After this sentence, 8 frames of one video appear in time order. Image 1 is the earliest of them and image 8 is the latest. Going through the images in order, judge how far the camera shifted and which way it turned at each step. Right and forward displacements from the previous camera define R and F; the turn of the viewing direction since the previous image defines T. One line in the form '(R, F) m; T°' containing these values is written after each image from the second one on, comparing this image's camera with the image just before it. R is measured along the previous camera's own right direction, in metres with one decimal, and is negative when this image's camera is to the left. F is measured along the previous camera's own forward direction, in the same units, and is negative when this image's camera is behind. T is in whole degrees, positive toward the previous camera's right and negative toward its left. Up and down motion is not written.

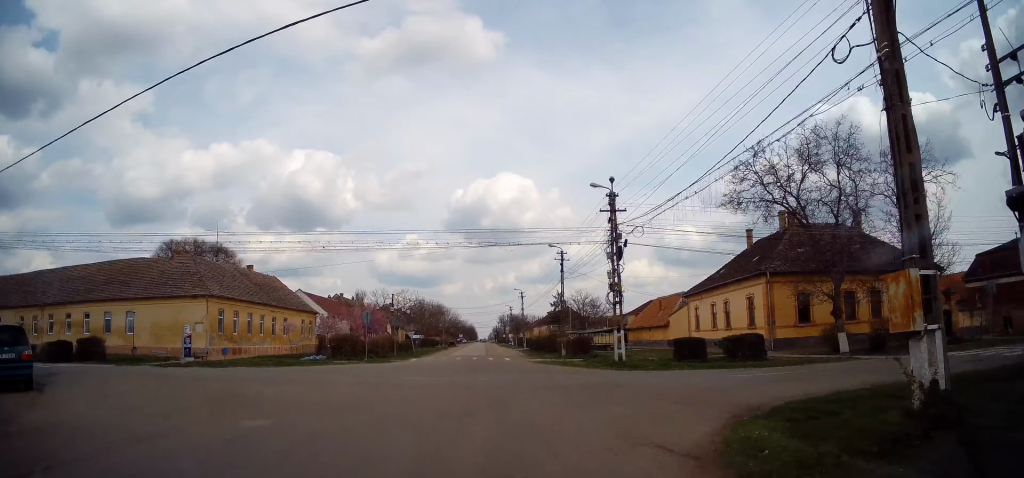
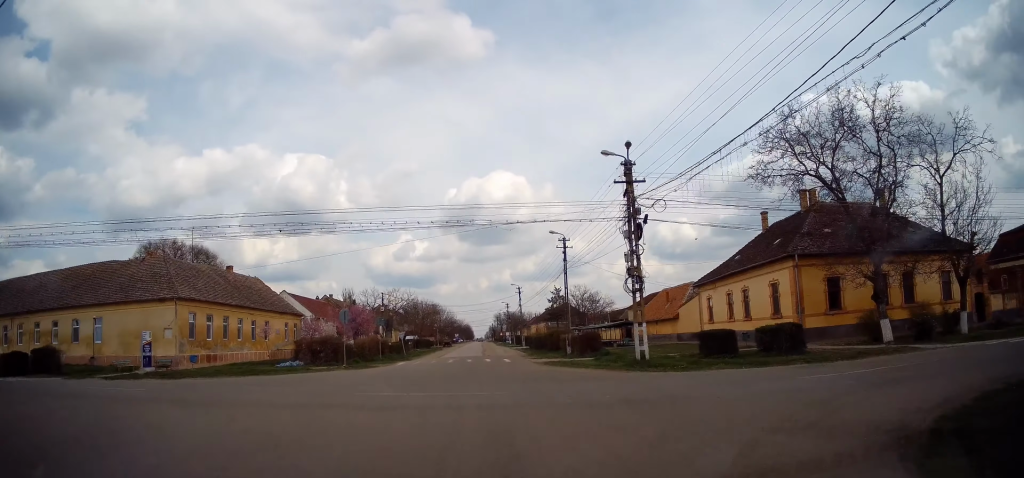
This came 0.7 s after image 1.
(+0.1, +4.4) m; +3°
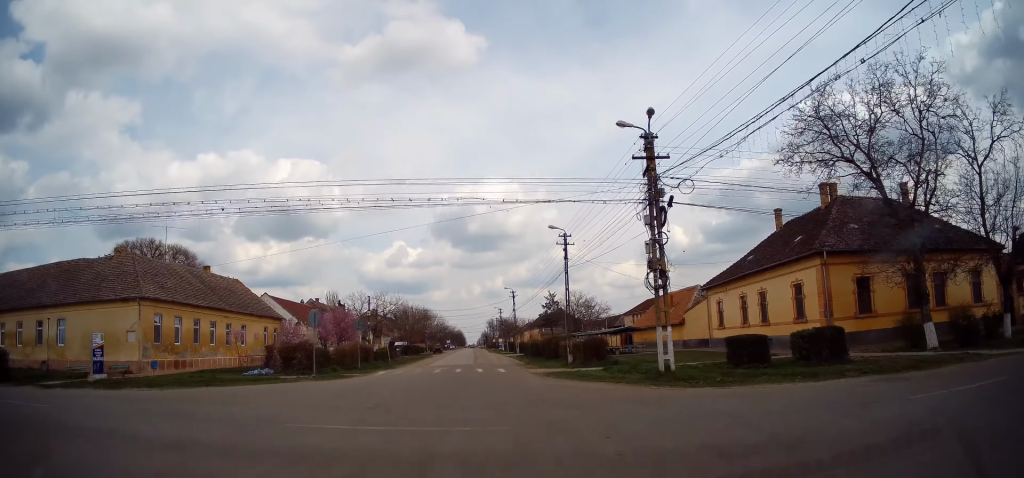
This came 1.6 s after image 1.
(+0.2, +4.8) m; -1°
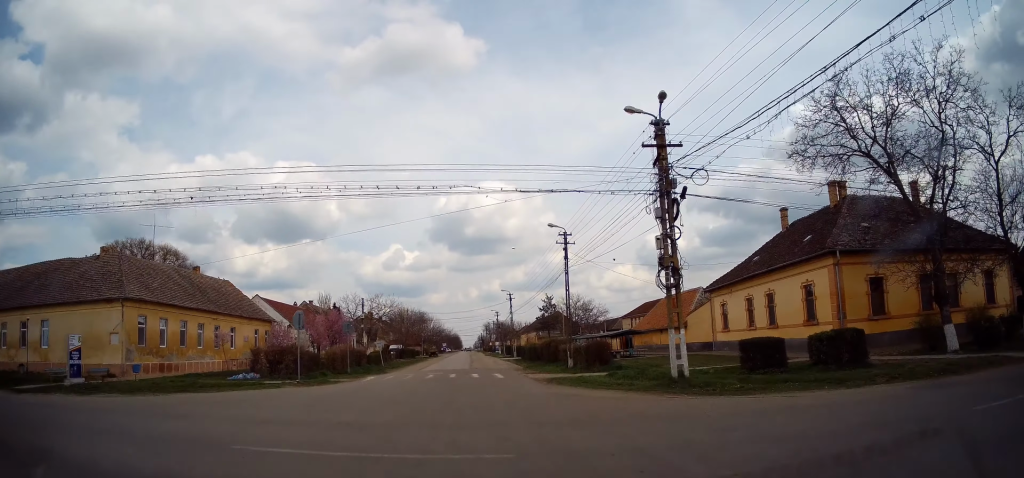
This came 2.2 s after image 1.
(+0.2, +2.3) m; -4°
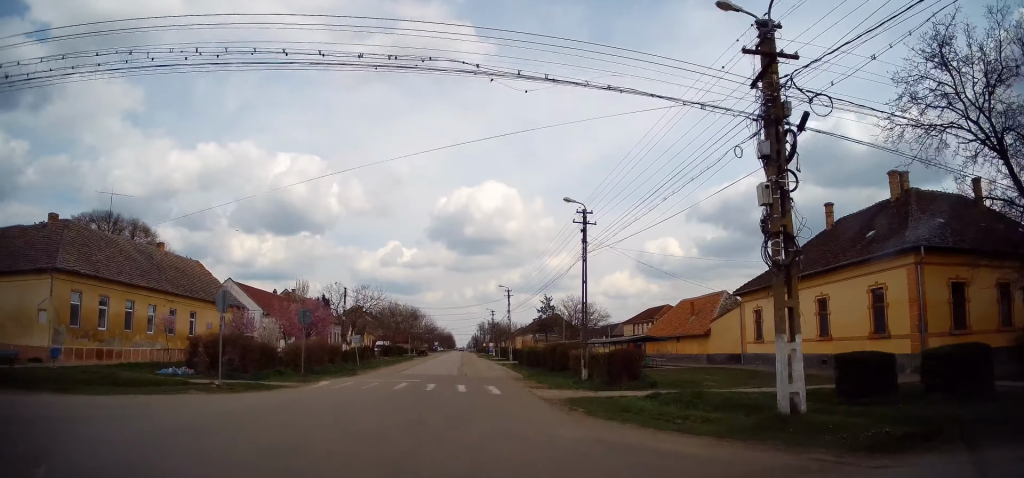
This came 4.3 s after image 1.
(-0.1, +7.6) m; +7°
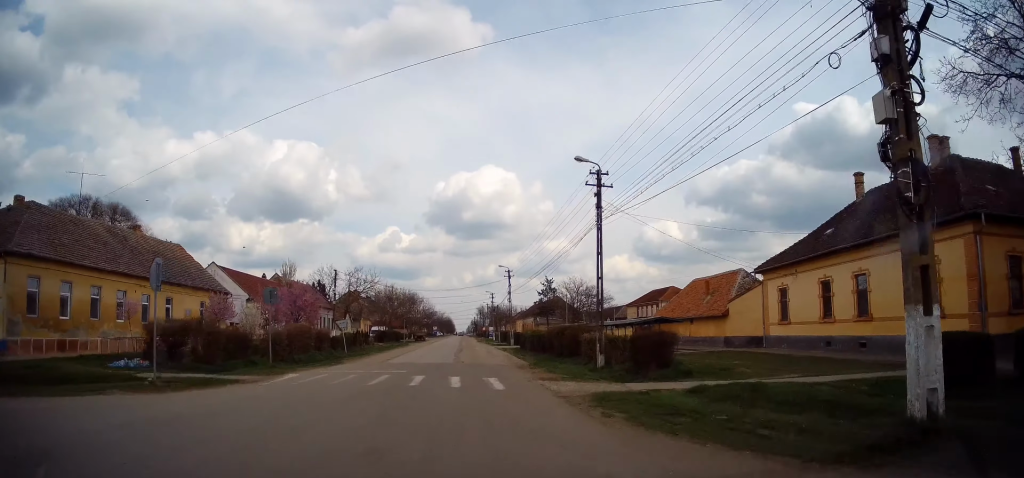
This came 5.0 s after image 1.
(0.0, +3.4) m; -3°
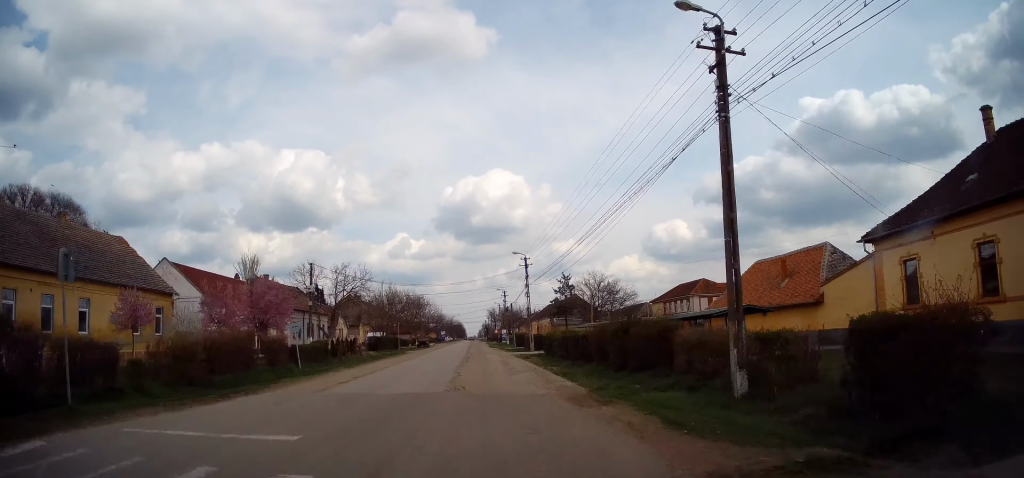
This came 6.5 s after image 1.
(-0.2, +9.4) m; 0°
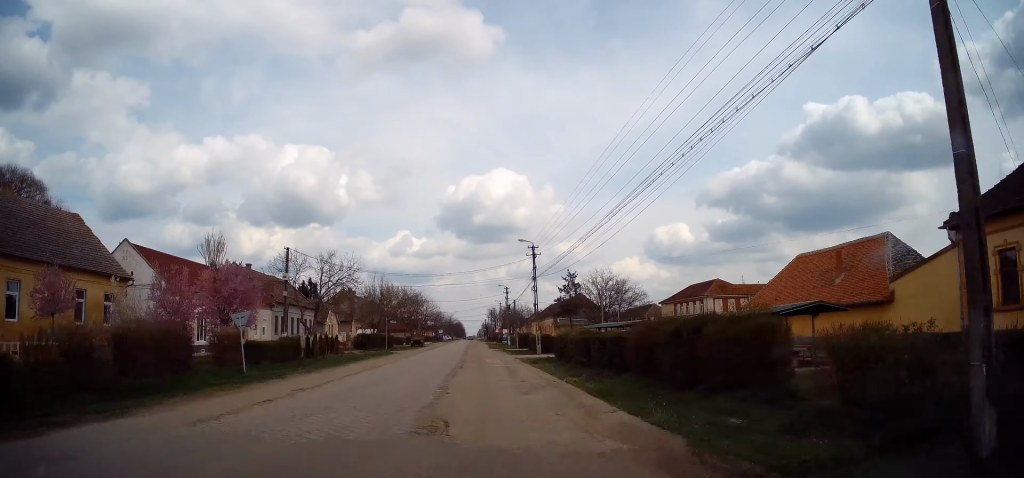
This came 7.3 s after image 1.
(+0.3, +5.6) m; 0°
